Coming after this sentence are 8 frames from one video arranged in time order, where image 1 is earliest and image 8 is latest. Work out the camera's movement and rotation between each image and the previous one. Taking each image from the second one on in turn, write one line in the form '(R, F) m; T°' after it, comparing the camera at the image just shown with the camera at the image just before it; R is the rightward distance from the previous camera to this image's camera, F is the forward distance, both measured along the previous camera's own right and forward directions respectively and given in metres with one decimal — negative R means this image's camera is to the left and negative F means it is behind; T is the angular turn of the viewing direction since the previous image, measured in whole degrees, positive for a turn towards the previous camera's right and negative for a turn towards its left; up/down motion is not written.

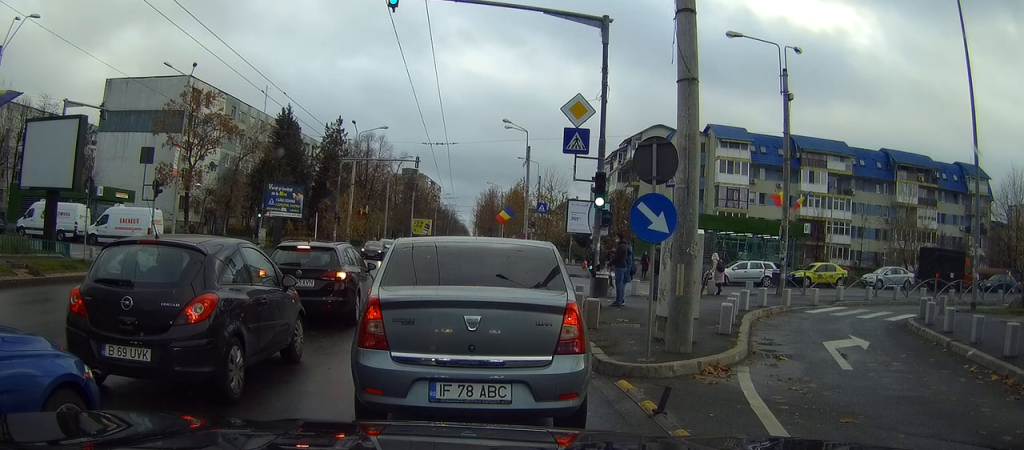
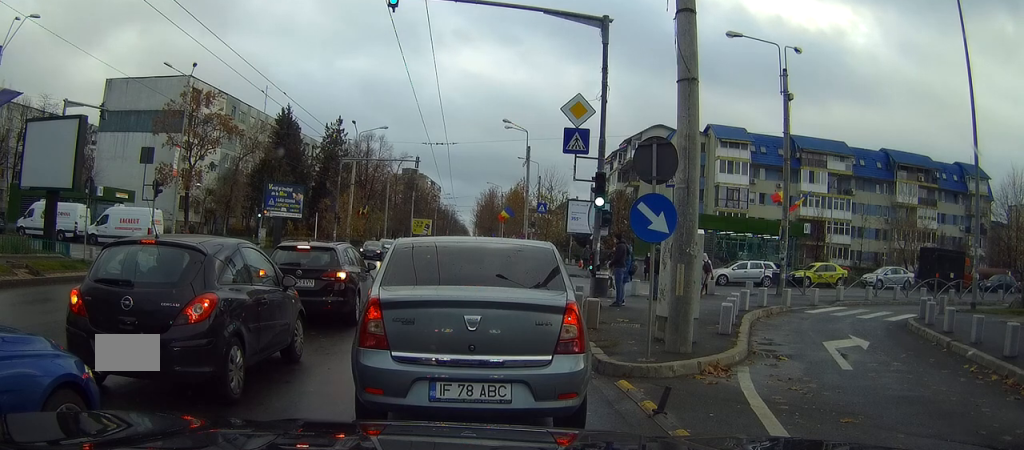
(0.0, 0.0) m; 0°
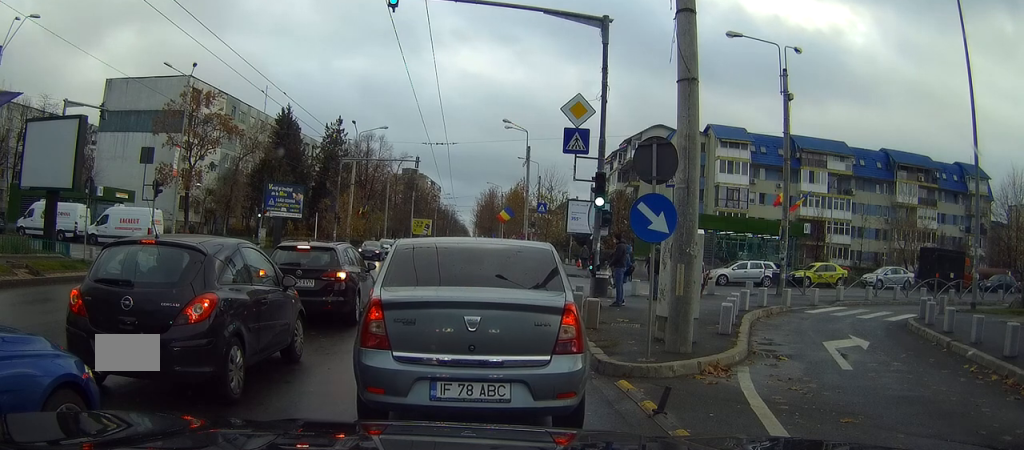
(0.0, 0.0) m; 0°
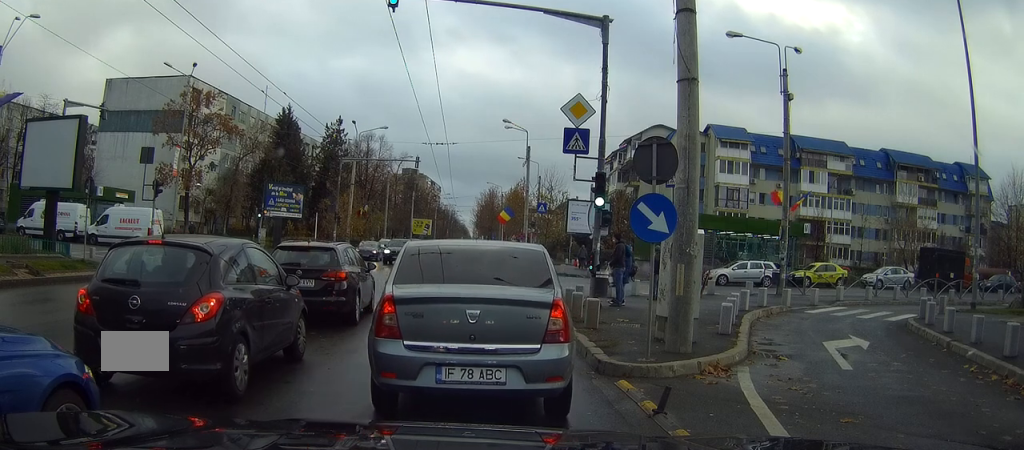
(0.0, 0.0) m; 0°
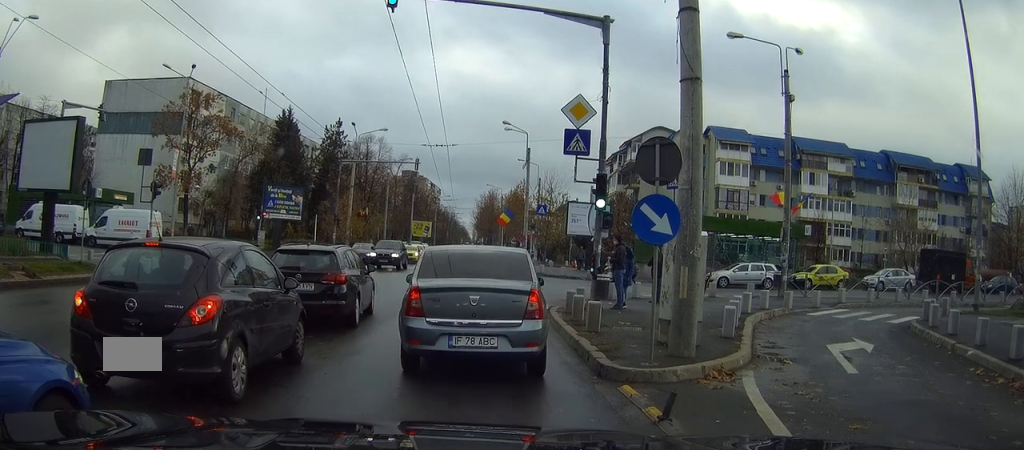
(0.0, +0.1) m; 0°
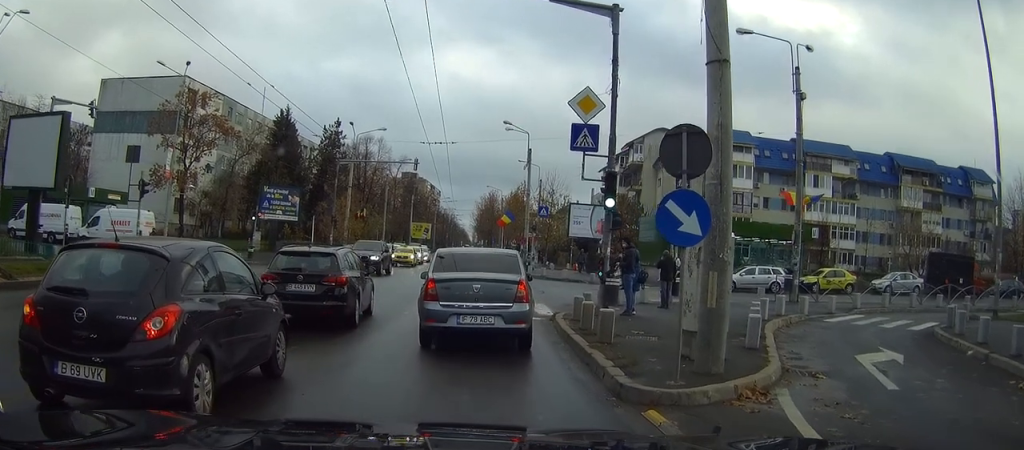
(0.0, +0.3) m; 0°
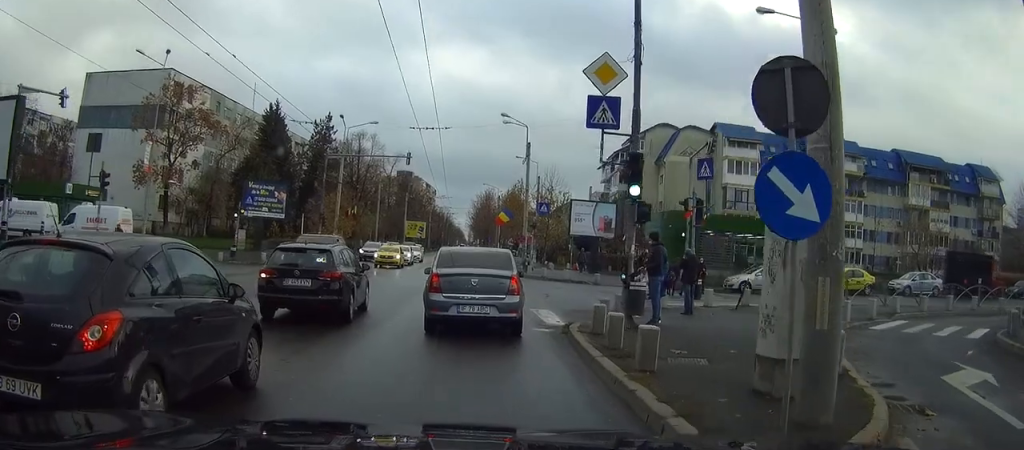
(0.0, +1.0) m; 0°
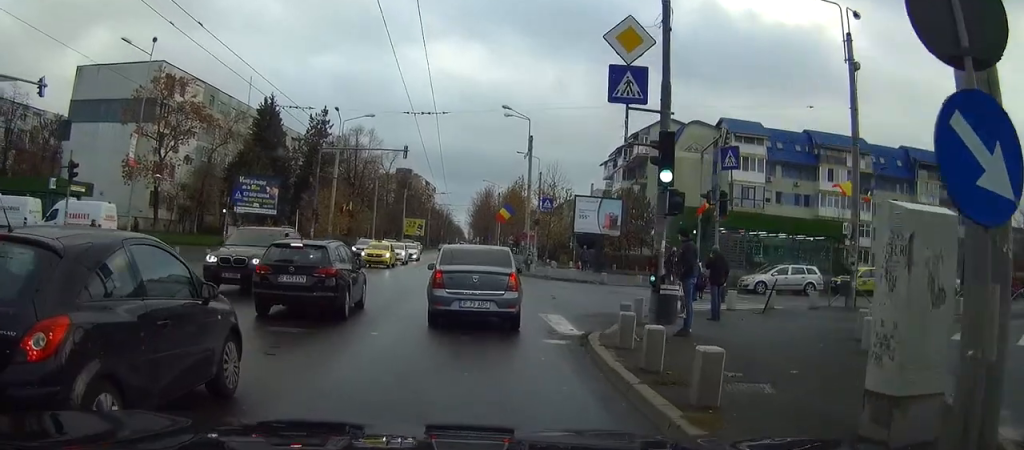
(0.0, +1.3) m; 0°
